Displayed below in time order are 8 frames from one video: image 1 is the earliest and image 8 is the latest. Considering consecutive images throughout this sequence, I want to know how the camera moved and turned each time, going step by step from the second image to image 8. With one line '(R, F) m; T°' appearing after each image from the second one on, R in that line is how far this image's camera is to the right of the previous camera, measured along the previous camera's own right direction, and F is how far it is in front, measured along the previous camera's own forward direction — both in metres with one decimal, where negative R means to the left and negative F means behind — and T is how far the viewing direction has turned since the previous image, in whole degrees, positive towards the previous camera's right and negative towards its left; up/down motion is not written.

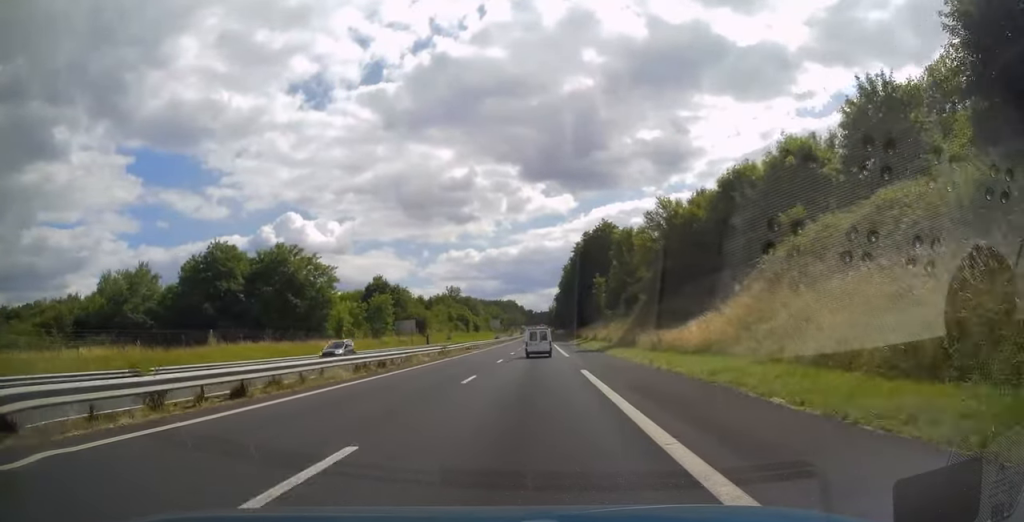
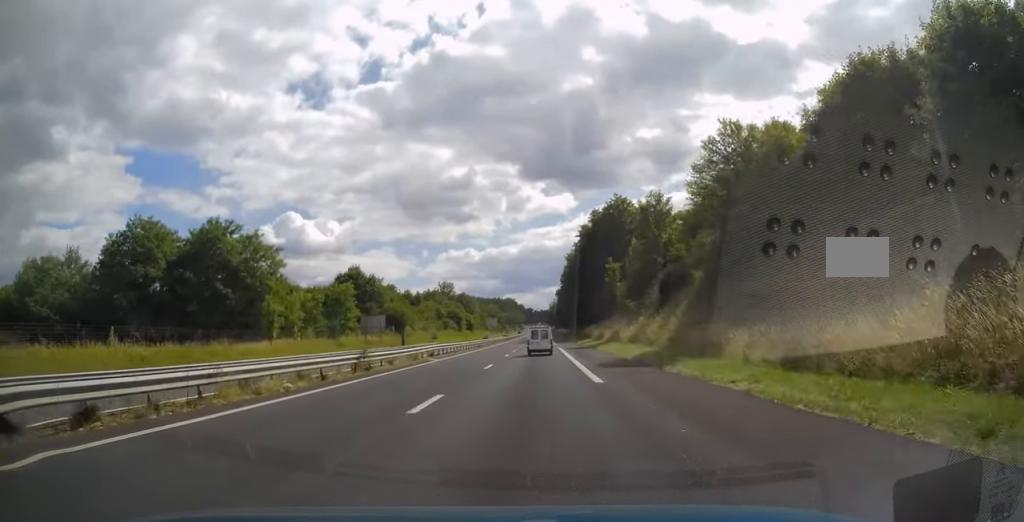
(0.0, +20.0) m; 0°
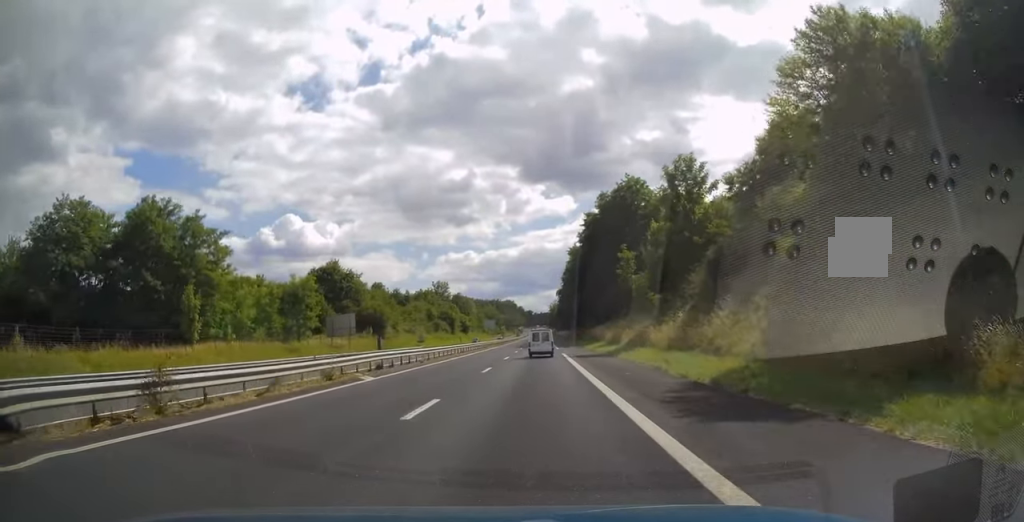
(0.0, +13.7) m; 0°
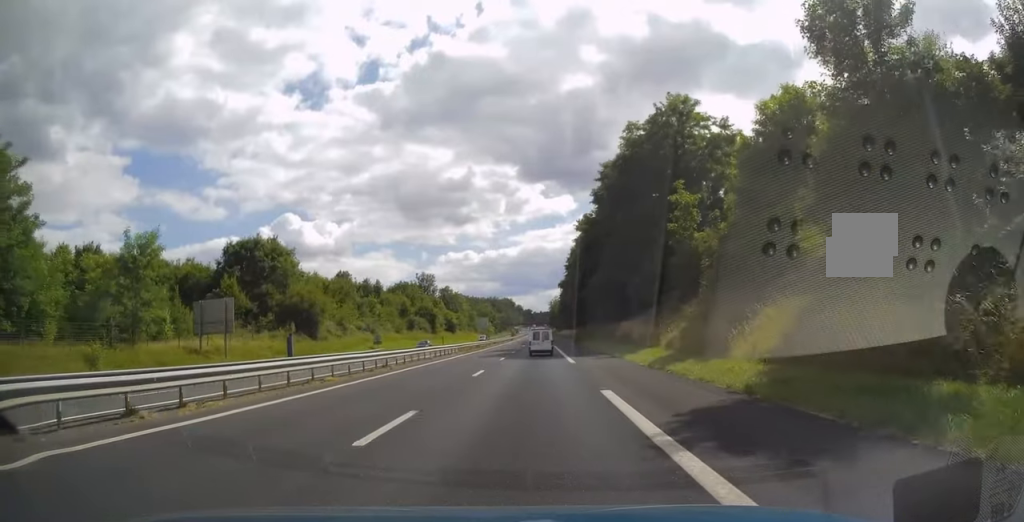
(+0.1, +28.8) m; 0°
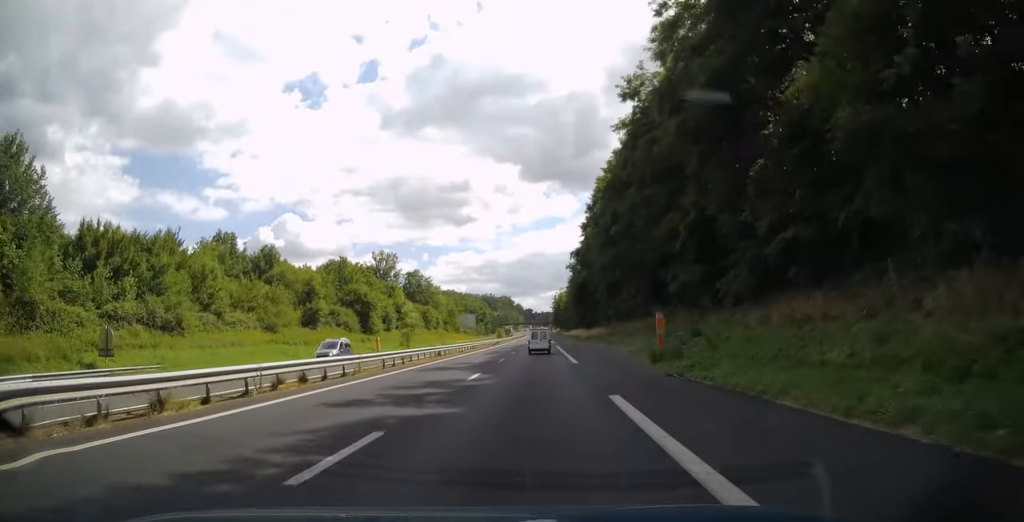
(-0.1, +54.7) m; 0°
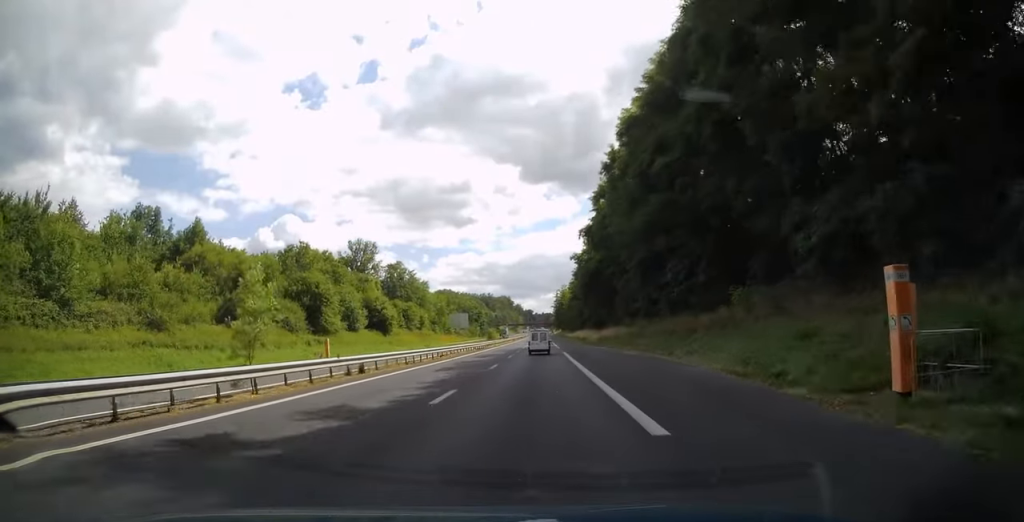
(+0.1, +19.5) m; 0°
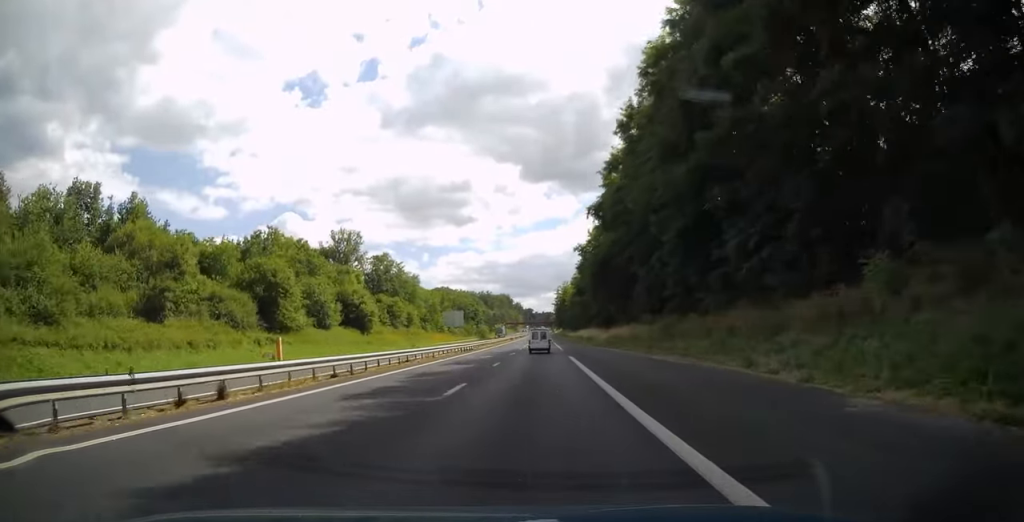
(-0.1, +11.7) m; 0°
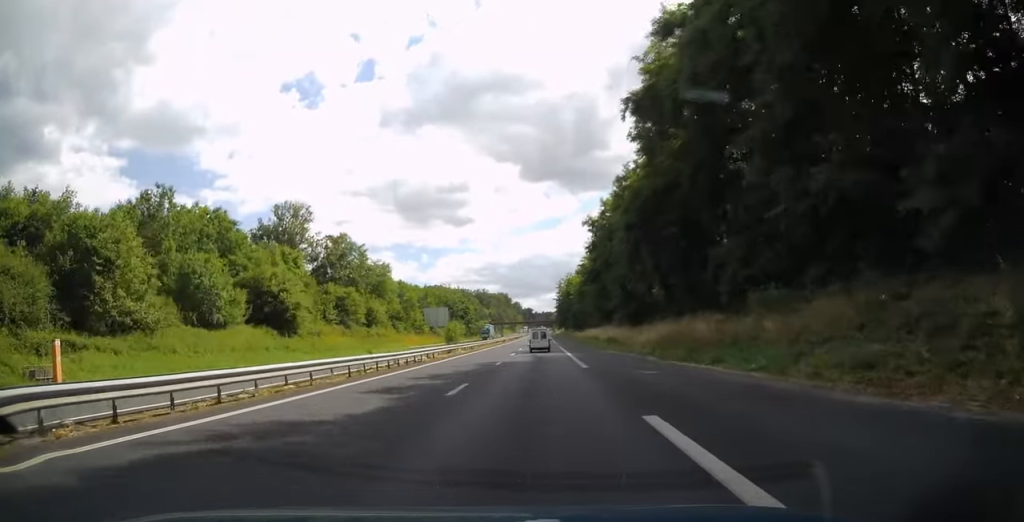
(-0.1, +26.4) m; 0°
